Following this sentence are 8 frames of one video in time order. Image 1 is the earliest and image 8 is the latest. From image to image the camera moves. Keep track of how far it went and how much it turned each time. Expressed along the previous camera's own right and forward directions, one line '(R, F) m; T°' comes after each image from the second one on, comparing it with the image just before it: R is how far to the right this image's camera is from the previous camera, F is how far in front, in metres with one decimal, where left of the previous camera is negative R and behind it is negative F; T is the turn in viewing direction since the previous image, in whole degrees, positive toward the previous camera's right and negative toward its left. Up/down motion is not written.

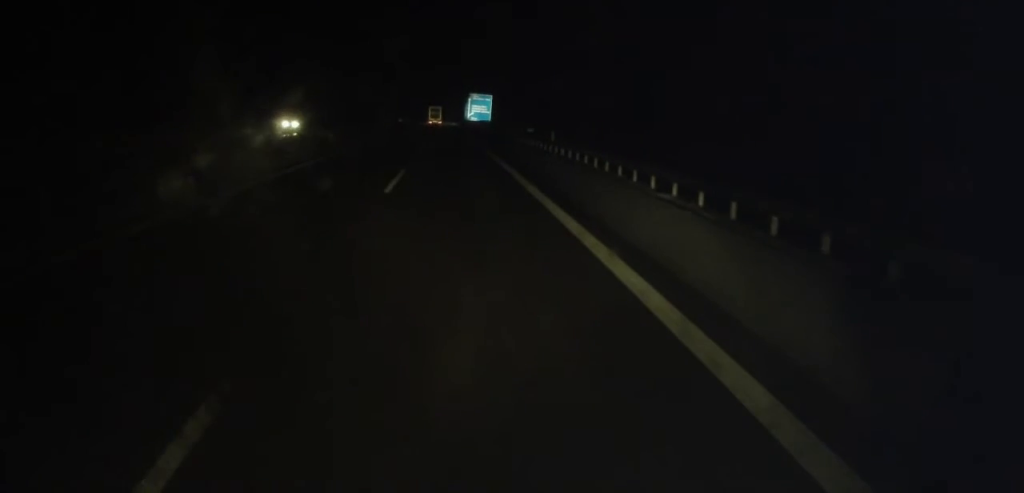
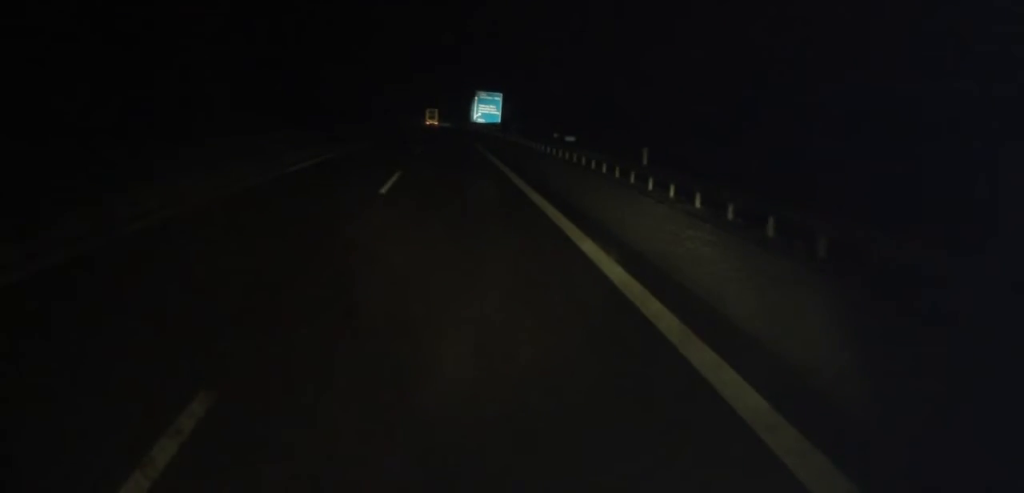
(0.0, +18.0) m; 0°
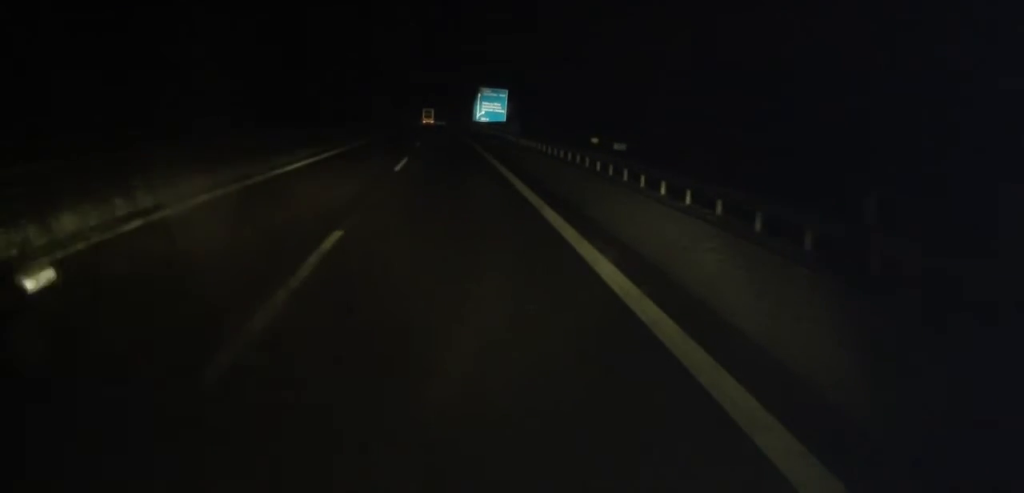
(0.0, +11.7) m; -1°
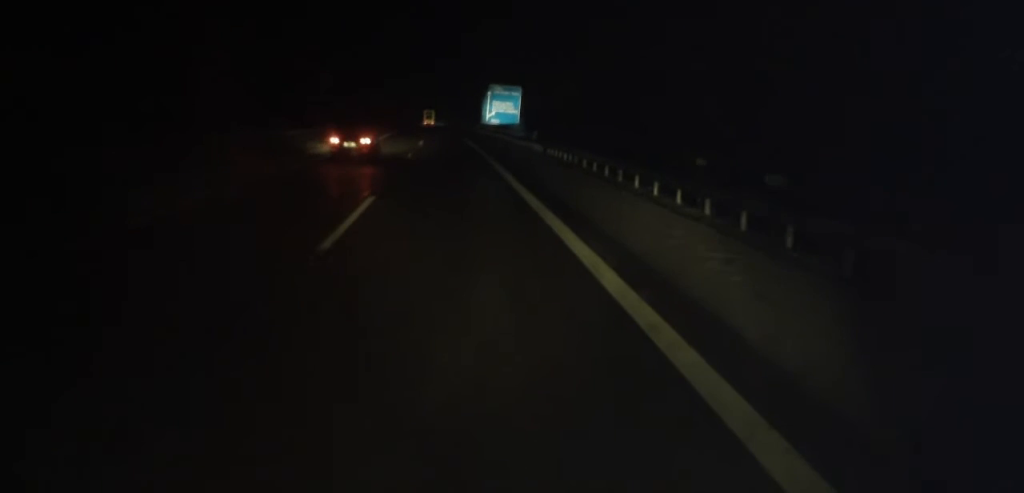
(-0.2, +13.4) m; 0°
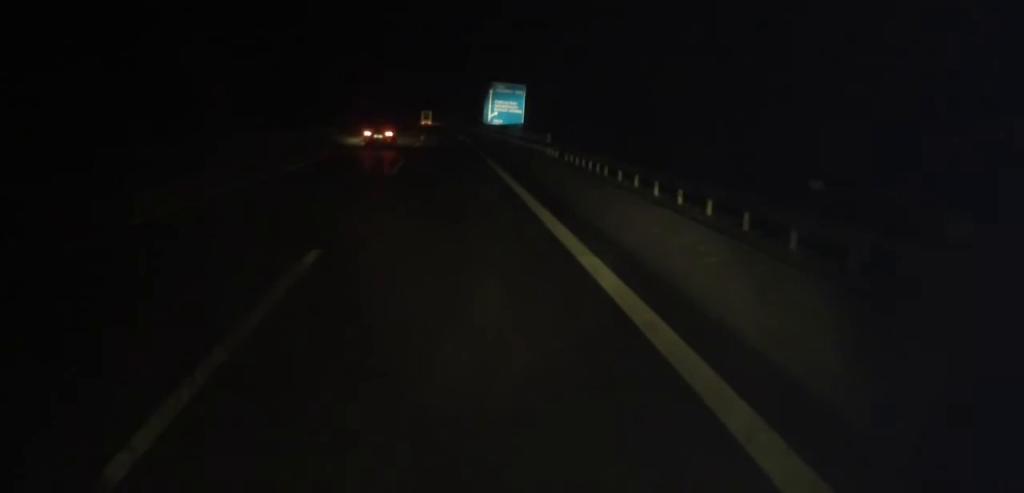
(+0.2, +6.3) m; 0°
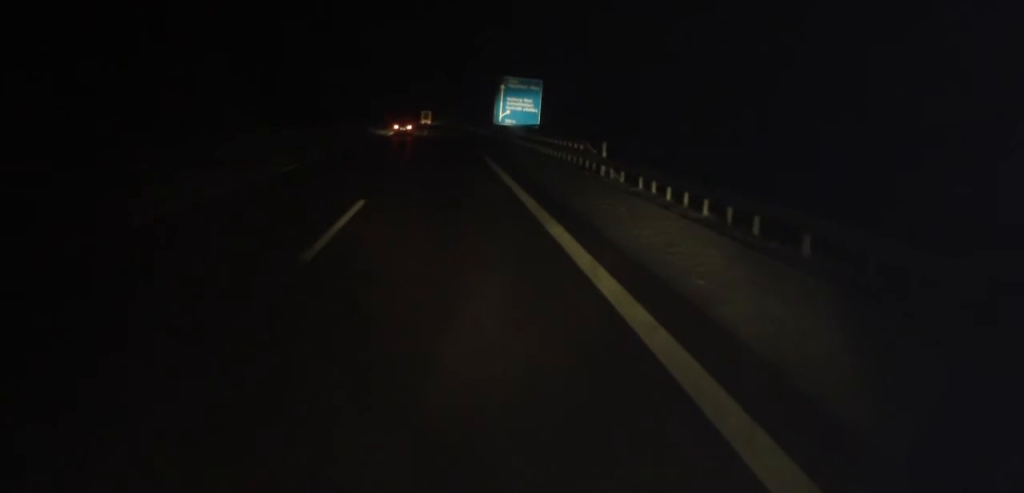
(-0.1, +12.7) m; -1°
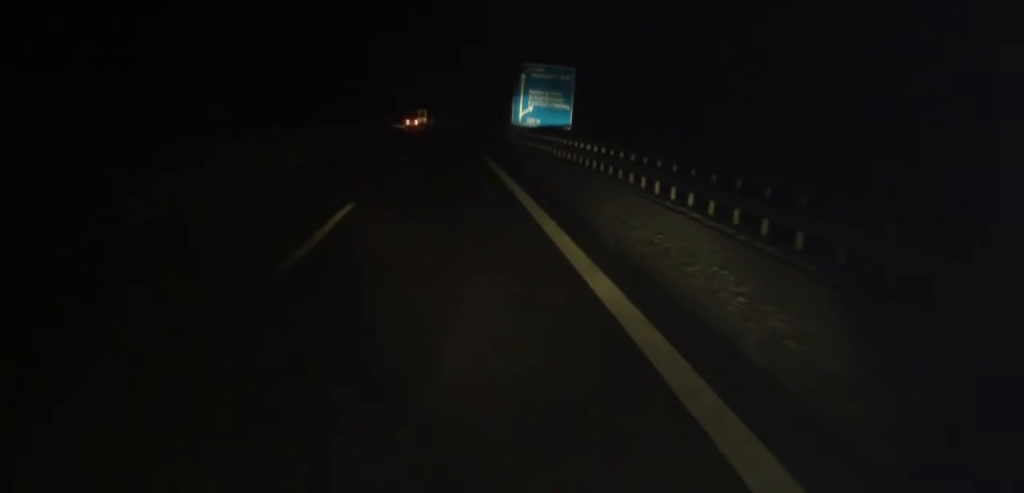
(-0.1, +19.3) m; +1°
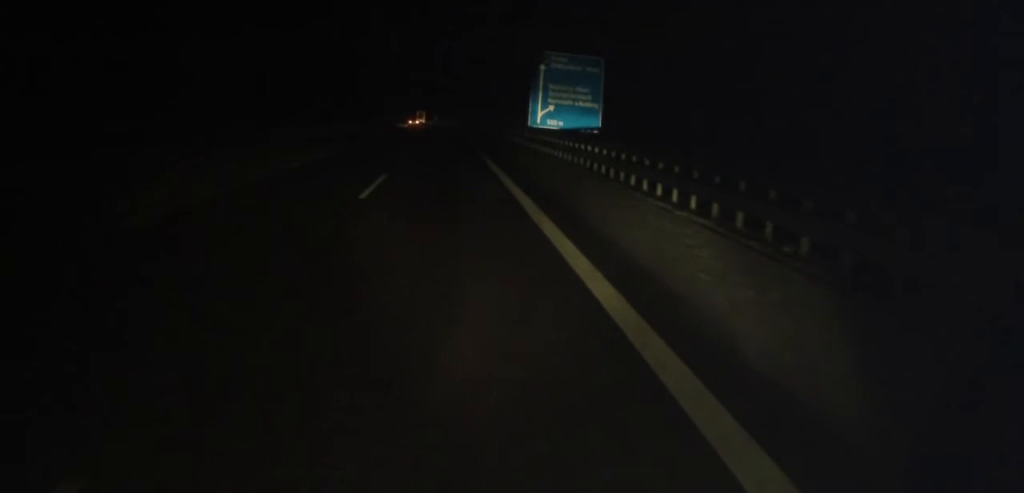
(+0.2, +10.8) m; 0°
